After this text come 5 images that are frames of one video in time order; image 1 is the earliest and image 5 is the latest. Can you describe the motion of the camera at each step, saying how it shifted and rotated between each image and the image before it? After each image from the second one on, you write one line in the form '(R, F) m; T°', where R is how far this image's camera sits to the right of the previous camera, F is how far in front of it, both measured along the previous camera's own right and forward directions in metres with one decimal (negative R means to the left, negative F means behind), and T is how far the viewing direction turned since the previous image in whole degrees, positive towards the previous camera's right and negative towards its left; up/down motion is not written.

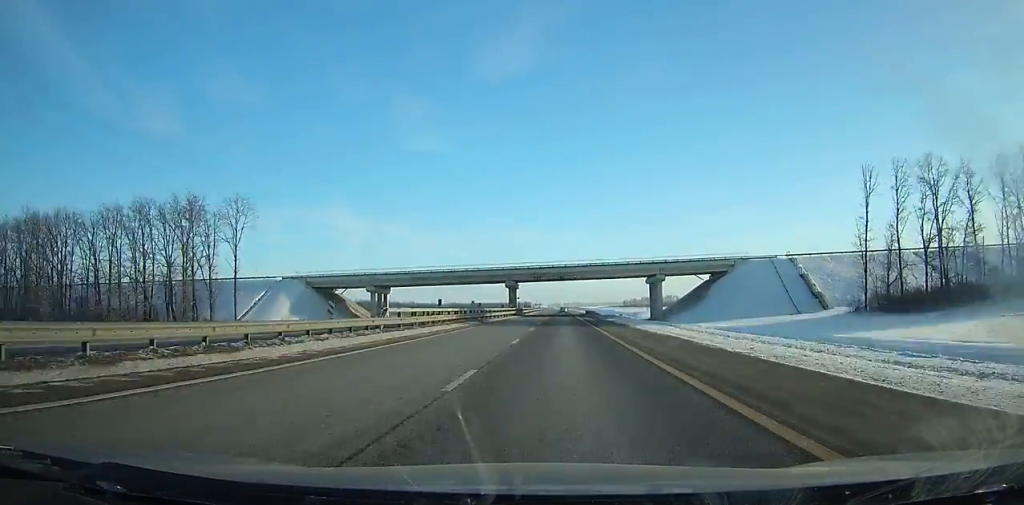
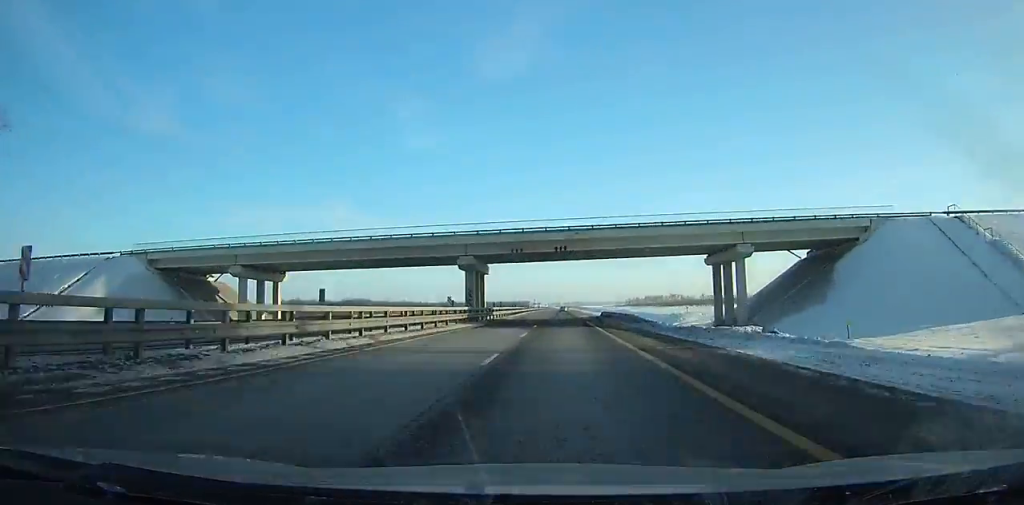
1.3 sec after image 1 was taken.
(-0.1, +43.9) m; 0°
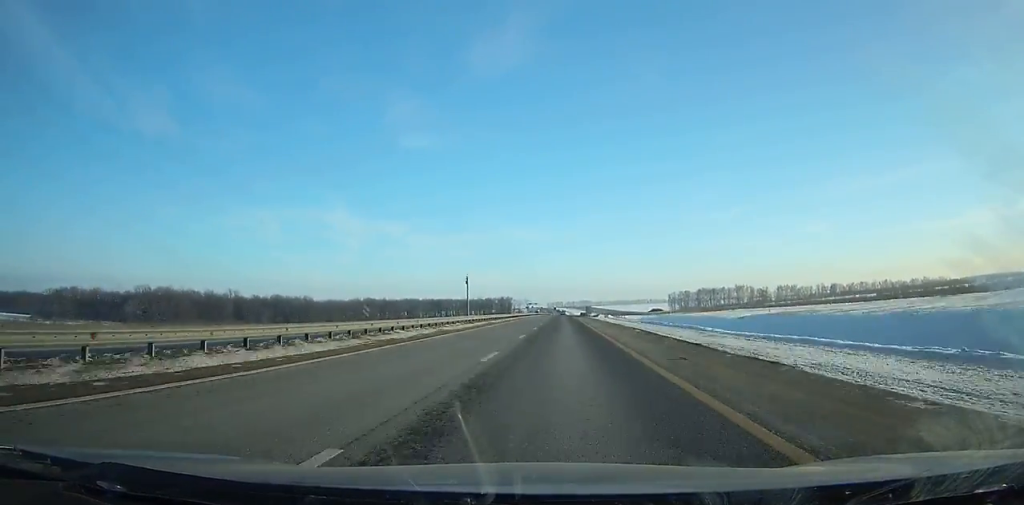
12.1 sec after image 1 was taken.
(+0.2, +368.2) m; 0°
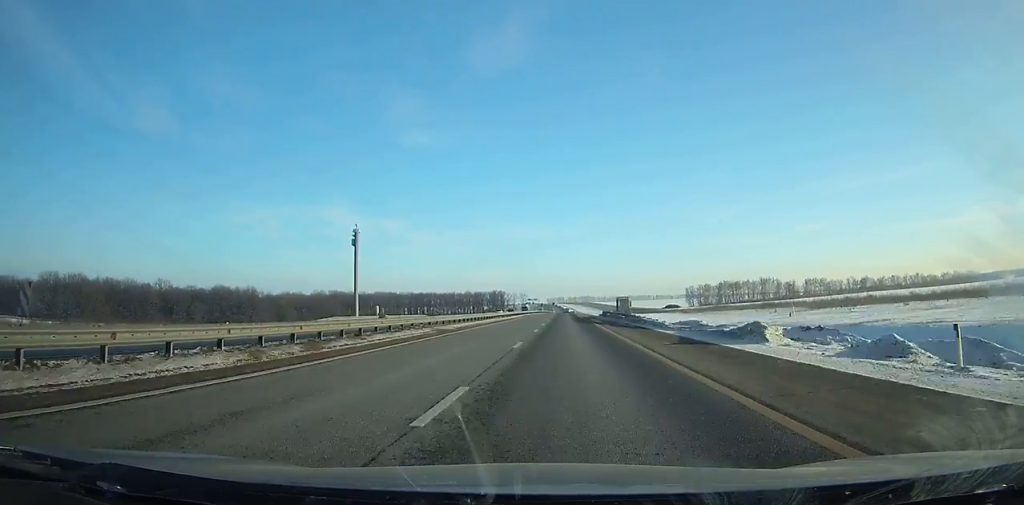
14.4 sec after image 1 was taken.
(-0.2, +79.5) m; 0°
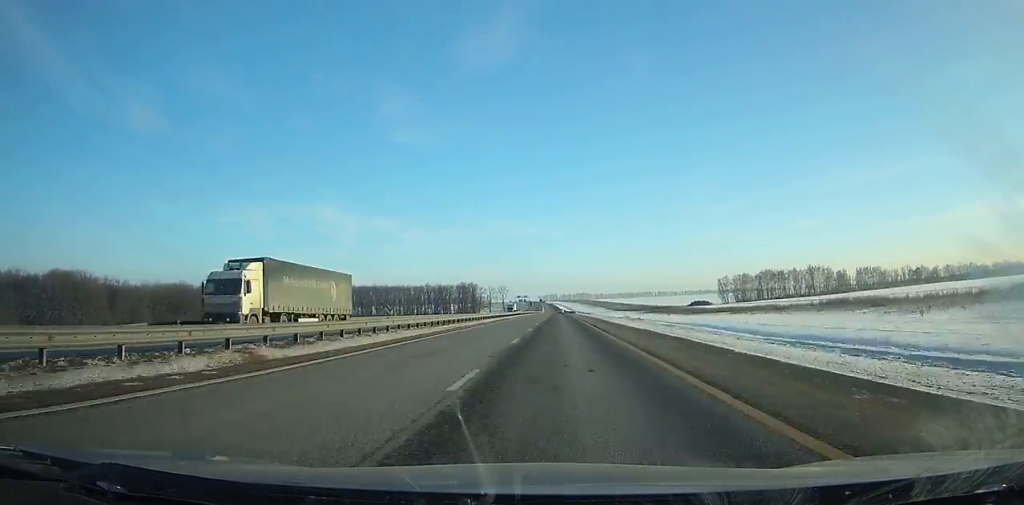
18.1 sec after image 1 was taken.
(+0.3, +128.4) m; 0°
